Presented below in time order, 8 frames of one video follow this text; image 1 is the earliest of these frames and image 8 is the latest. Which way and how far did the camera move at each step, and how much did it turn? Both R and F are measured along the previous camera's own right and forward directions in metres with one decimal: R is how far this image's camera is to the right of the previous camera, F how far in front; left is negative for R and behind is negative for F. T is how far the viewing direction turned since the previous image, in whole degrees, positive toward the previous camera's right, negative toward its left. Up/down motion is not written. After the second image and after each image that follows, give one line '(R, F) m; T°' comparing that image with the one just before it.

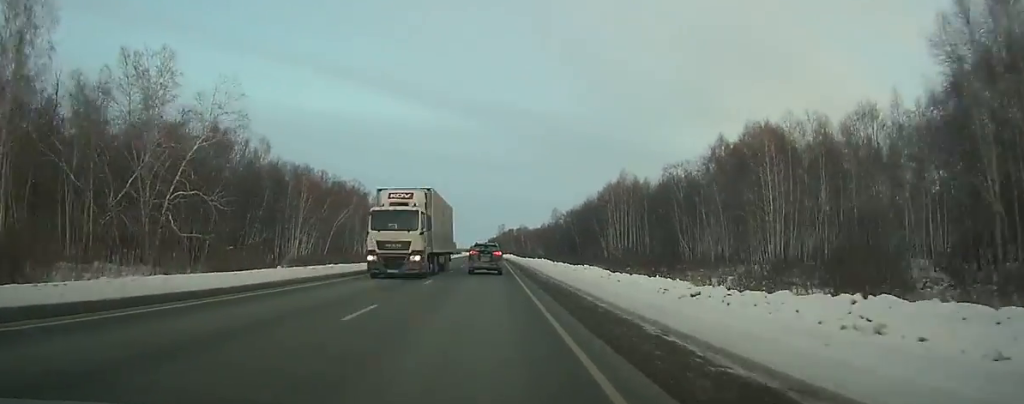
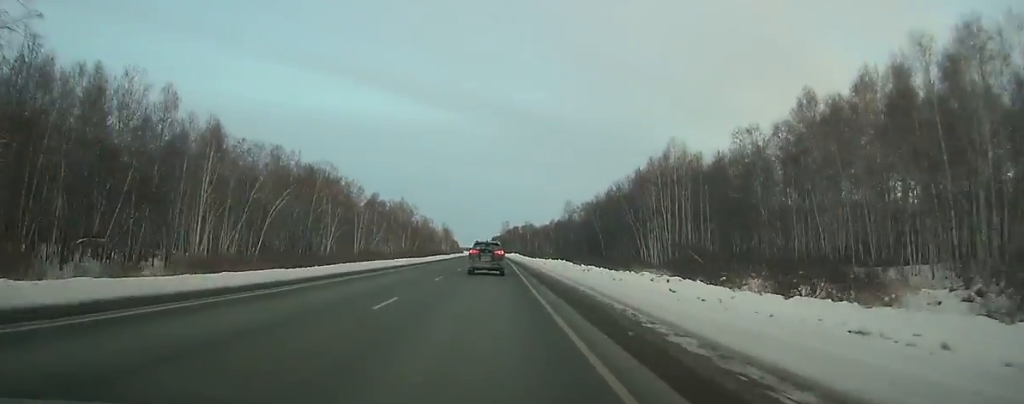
(-0.1, +33.5) m; 0°
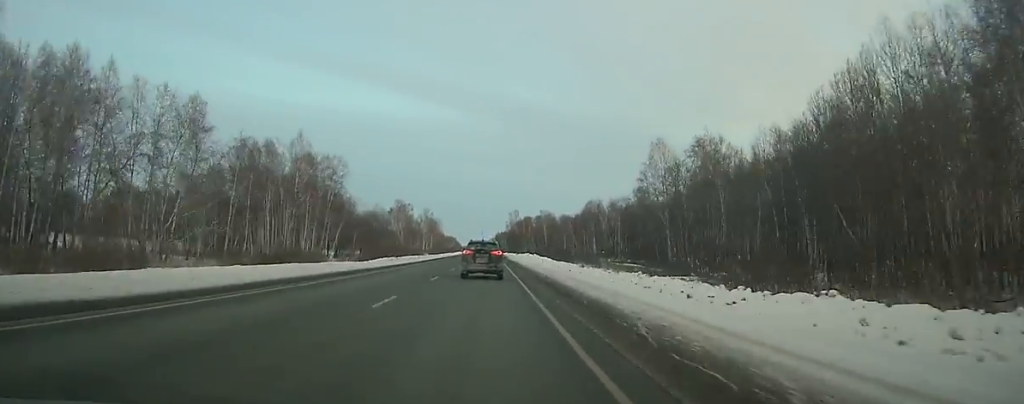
(-0.9, +119.3) m; -1°
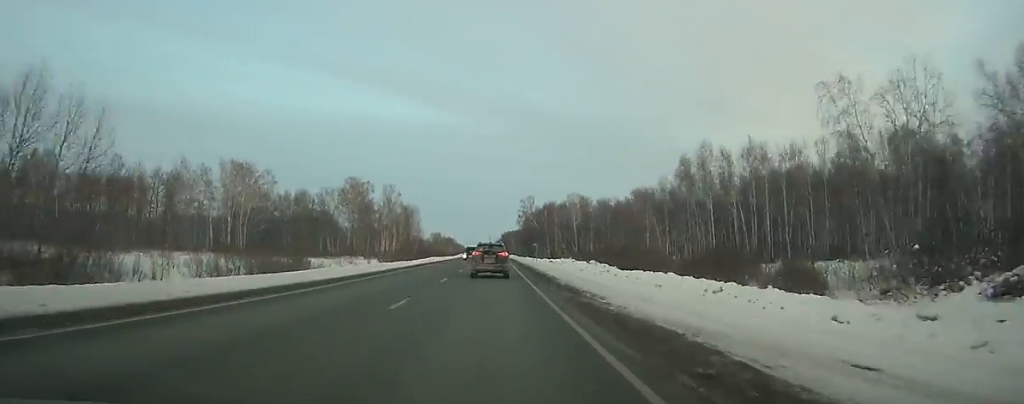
(-0.6, +108.0) m; -1°
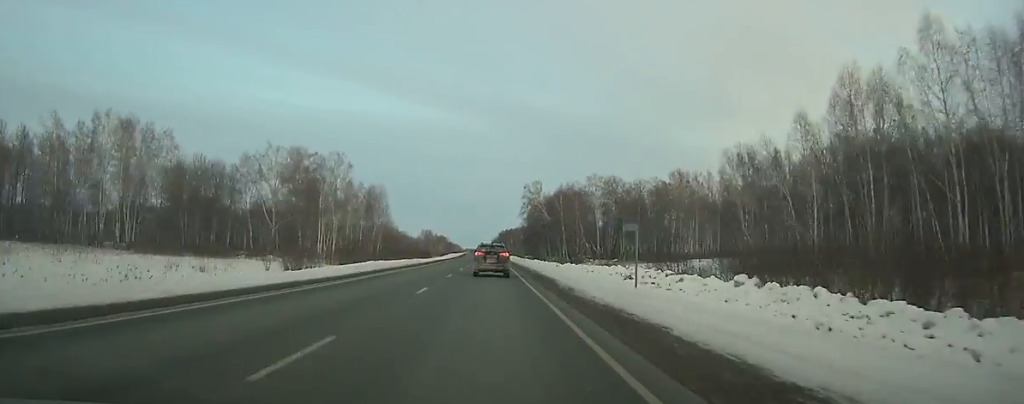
(0.0, +55.2) m; 0°
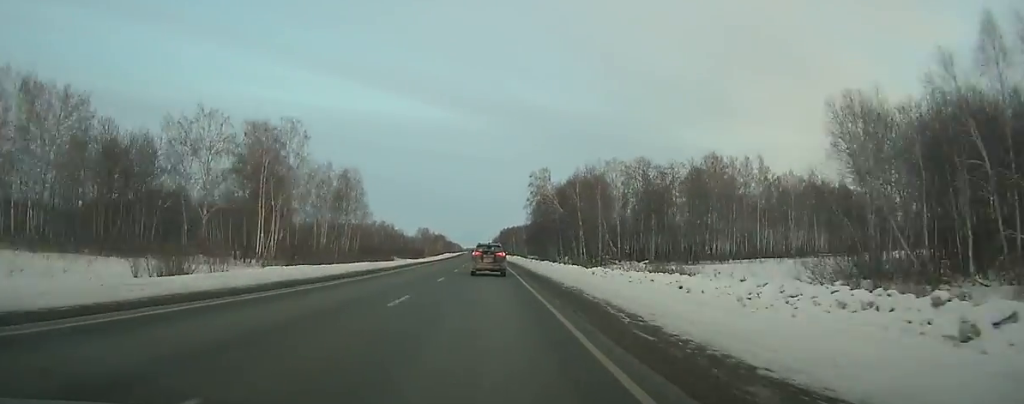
(0.0, +27.8) m; 0°
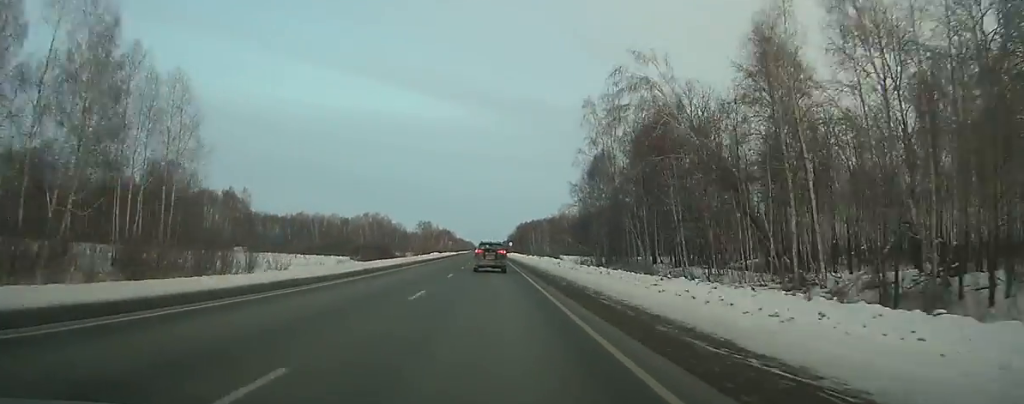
(-0.8, +81.6) m; -1°
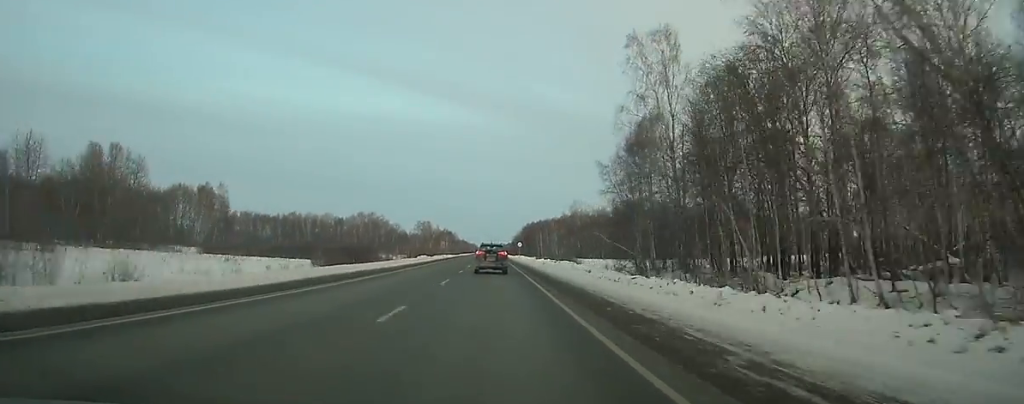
(-0.1, +28.2) m; 0°
